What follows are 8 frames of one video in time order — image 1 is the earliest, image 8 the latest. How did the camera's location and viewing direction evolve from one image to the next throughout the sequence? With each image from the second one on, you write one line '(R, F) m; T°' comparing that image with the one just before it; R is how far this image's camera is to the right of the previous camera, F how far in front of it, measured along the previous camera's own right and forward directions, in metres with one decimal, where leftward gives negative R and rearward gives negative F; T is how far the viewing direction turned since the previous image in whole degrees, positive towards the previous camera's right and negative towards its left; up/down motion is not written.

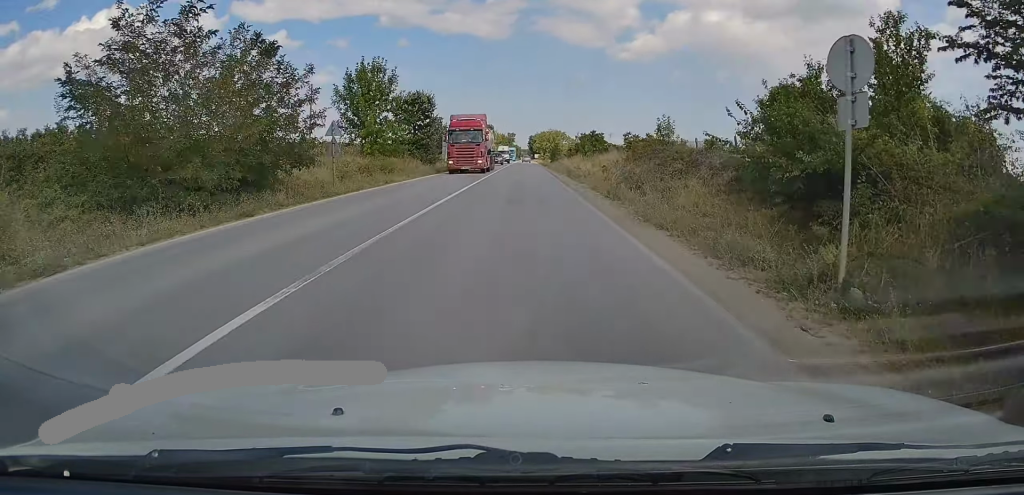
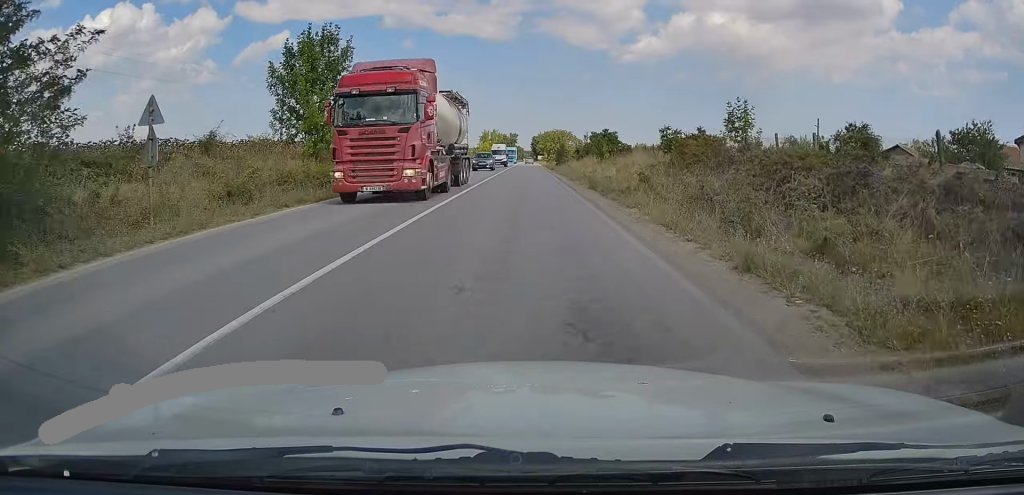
(-0.1, +12.0) m; 0°
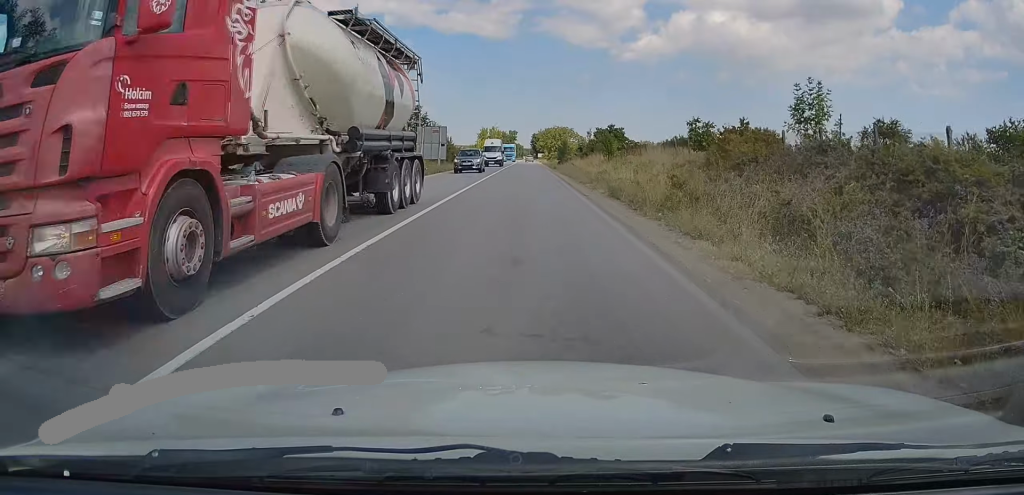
(+0.1, +6.1) m; 0°
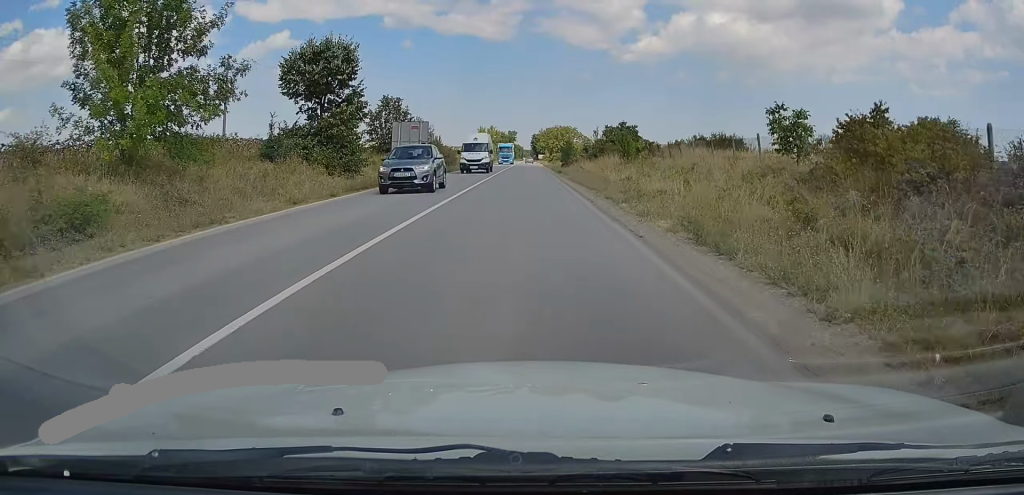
(+0.2, +9.7) m; -1°
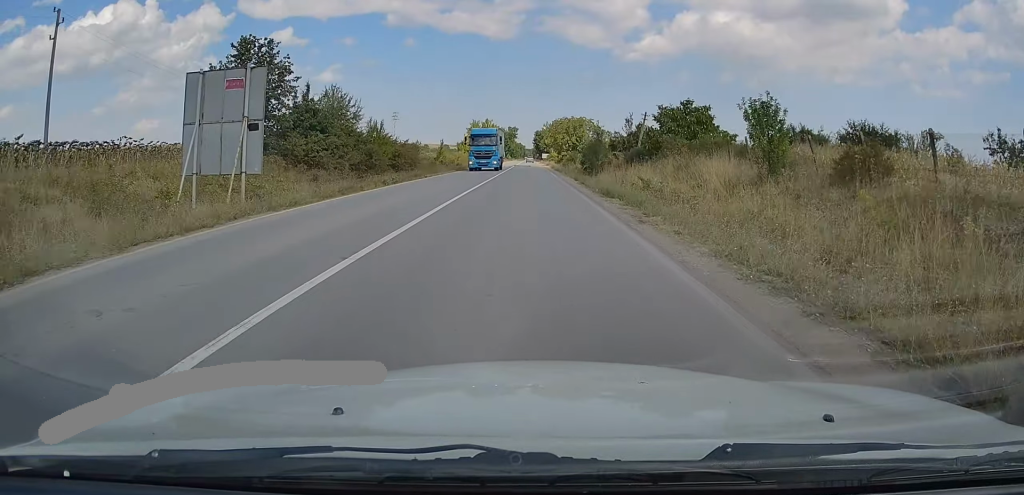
(-0.6, +28.1) m; 0°
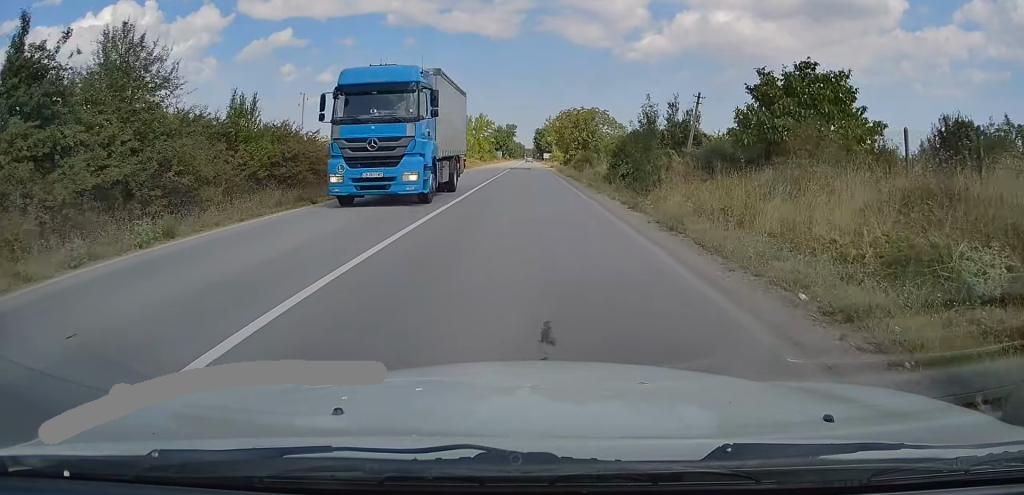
(+0.2, +19.0) m; 0°
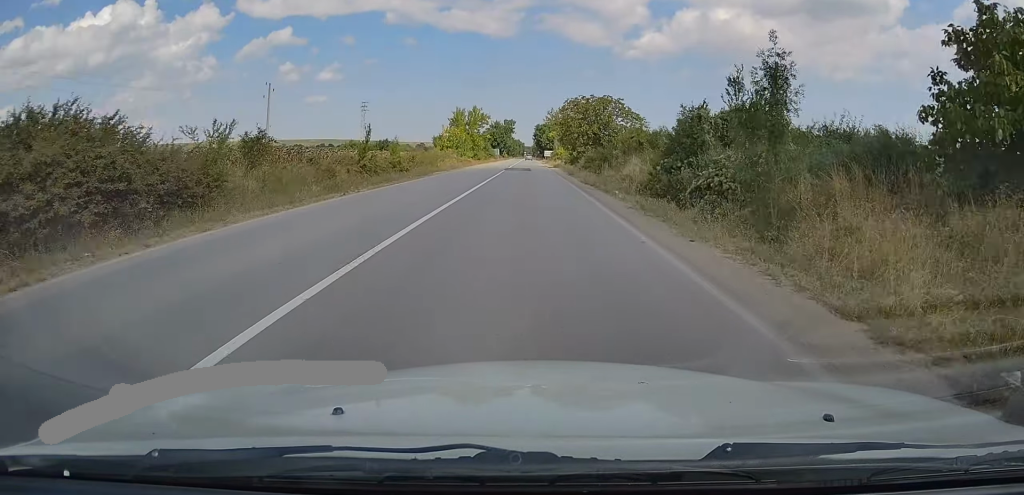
(-0.2, +13.5) m; 0°
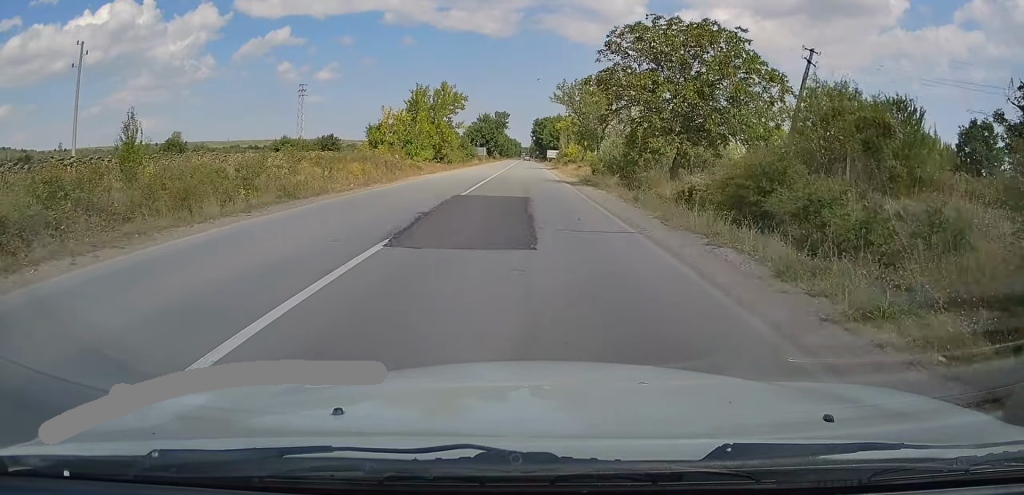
(+0.5, +39.6) m; +1°
